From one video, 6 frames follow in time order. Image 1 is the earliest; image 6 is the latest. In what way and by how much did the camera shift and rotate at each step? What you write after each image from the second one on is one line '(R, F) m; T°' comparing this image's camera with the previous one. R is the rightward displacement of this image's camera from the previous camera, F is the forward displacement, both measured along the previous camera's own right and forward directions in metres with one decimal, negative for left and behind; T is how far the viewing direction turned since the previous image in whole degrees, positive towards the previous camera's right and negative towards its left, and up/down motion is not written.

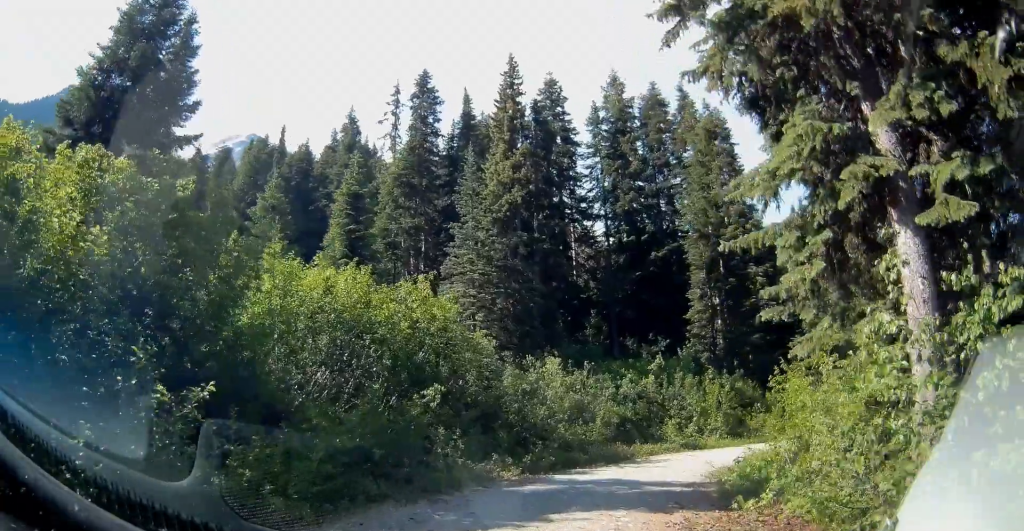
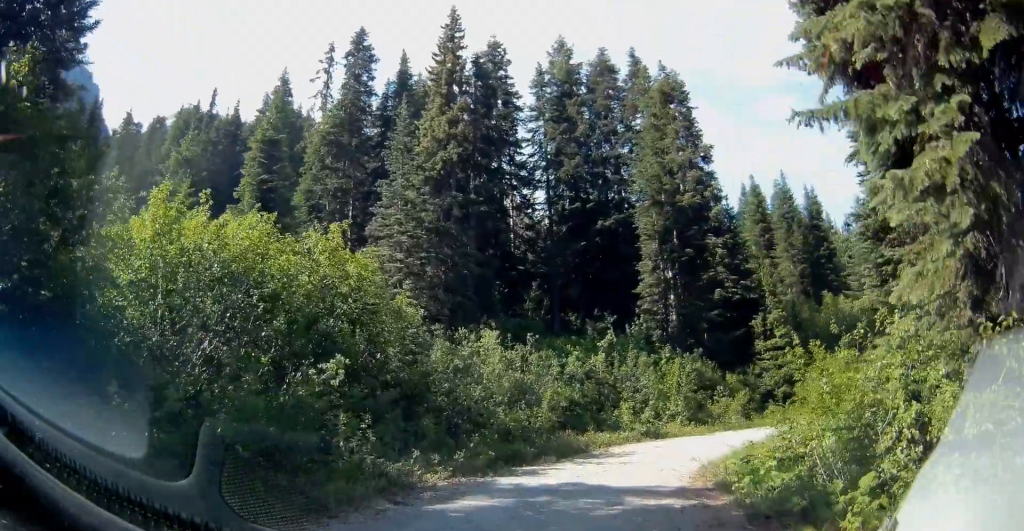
(+0.1, +3.7) m; +8°
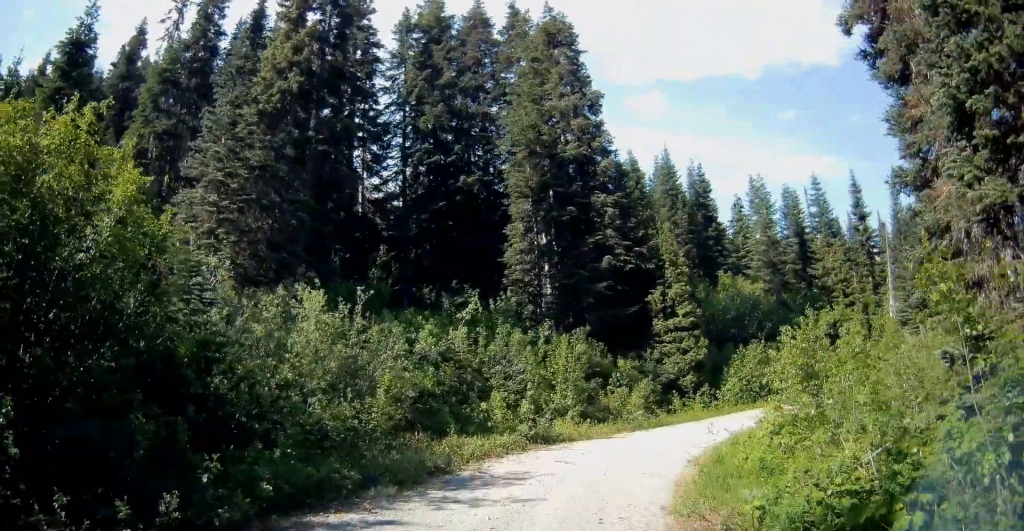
(+0.7, +6.3) m; +16°
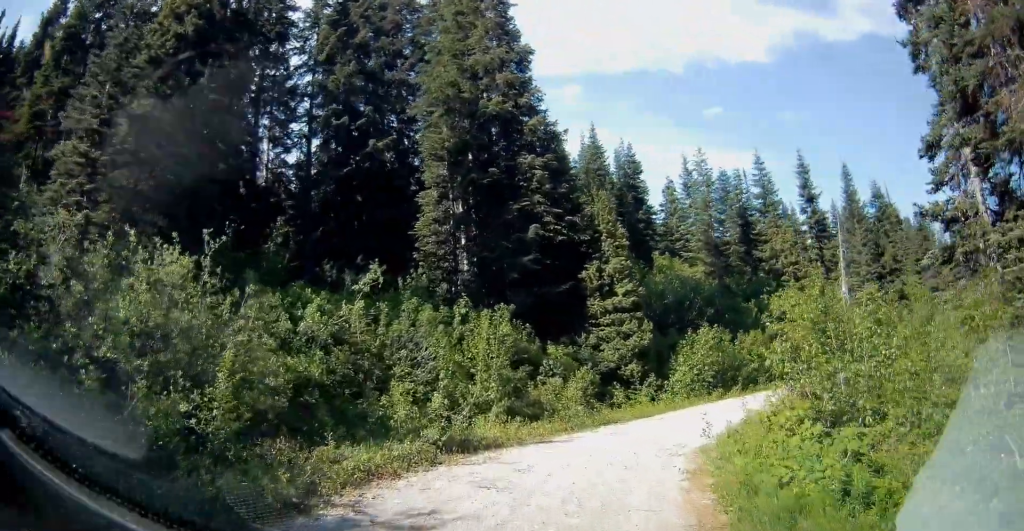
(+0.7, +3.7) m; +18°
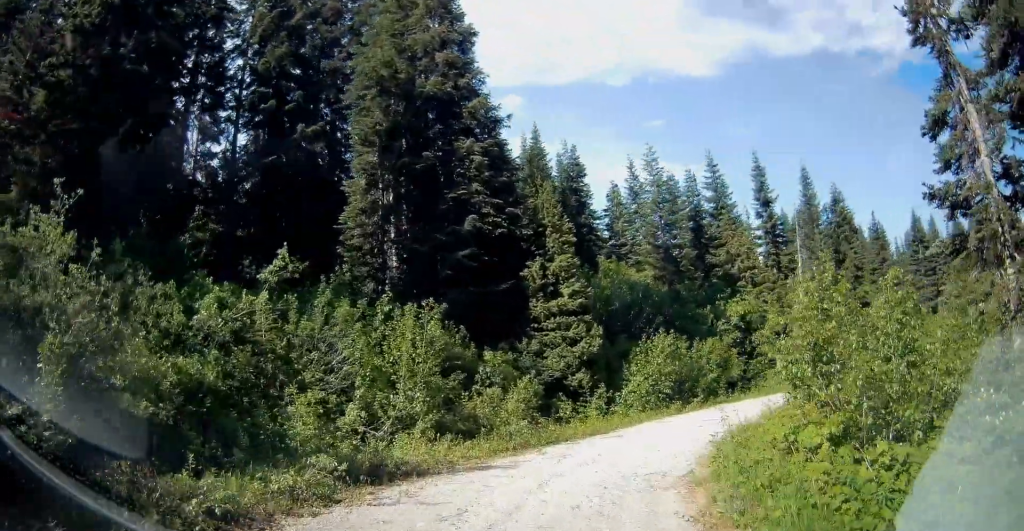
(+0.3, +2.5) m; +5°
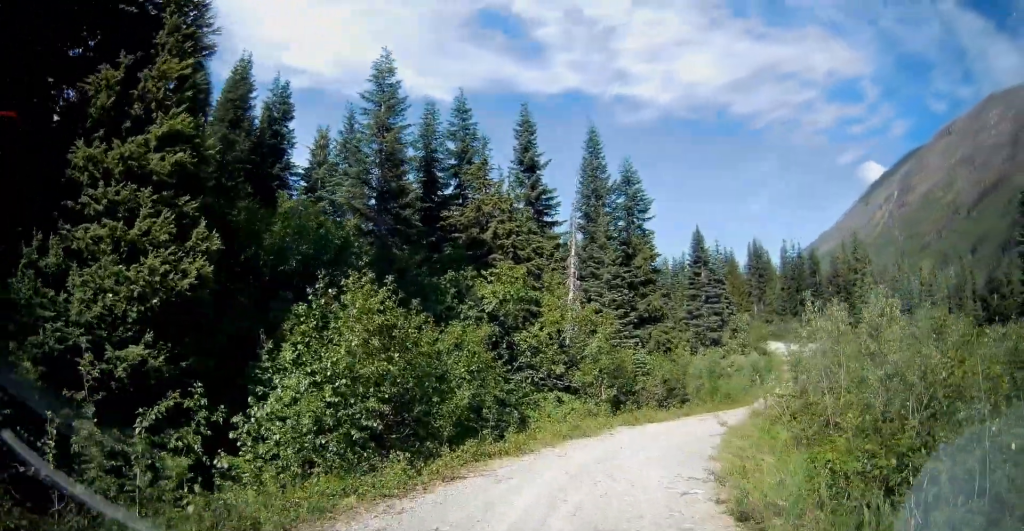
(+1.7, +13.2) m; +20°
